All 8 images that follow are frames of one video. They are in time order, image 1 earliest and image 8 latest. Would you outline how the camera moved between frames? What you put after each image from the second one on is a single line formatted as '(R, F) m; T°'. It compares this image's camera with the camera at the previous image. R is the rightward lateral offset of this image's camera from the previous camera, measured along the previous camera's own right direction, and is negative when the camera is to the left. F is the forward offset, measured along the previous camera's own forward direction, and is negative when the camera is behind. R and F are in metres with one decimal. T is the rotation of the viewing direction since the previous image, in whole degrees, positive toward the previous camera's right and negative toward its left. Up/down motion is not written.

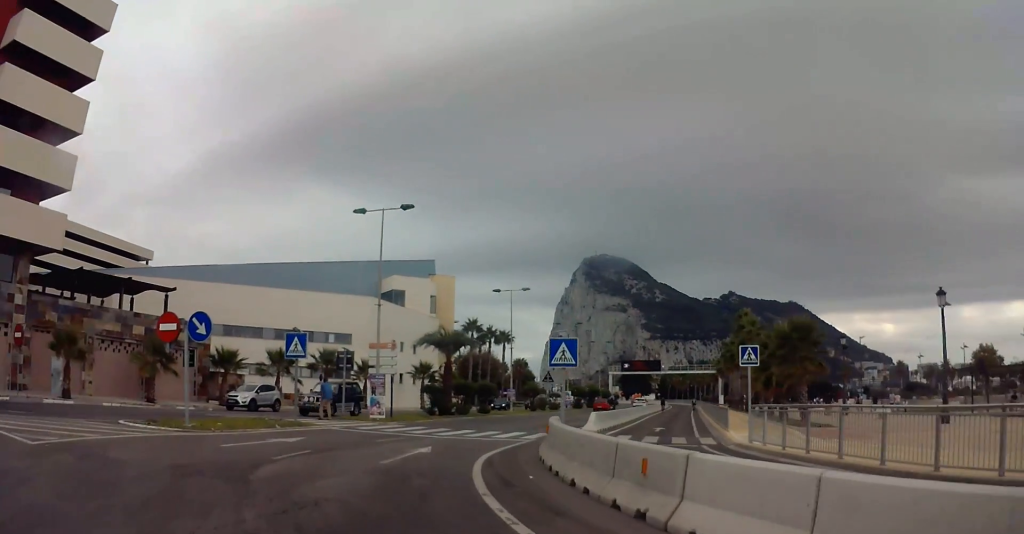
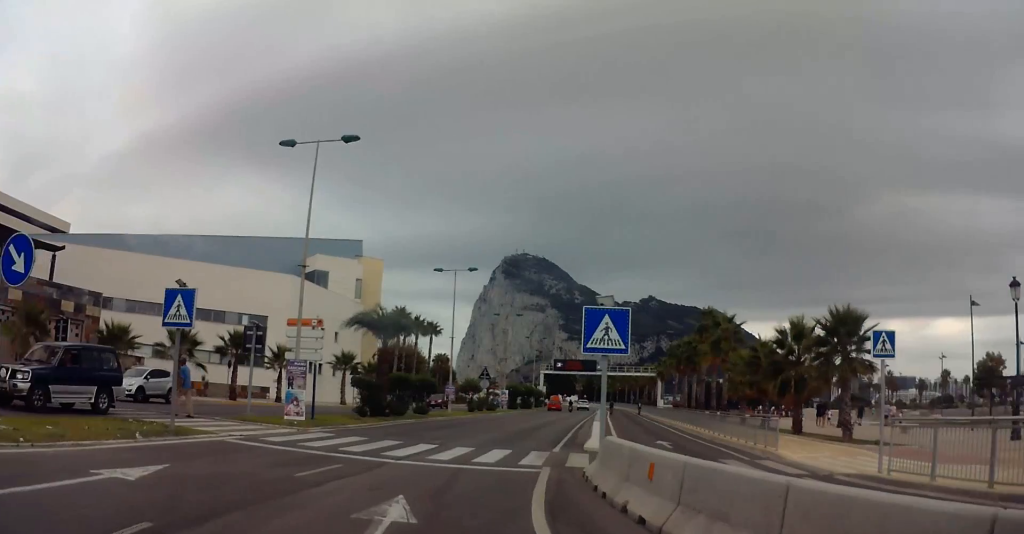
(+1.7, +8.5) m; +22°
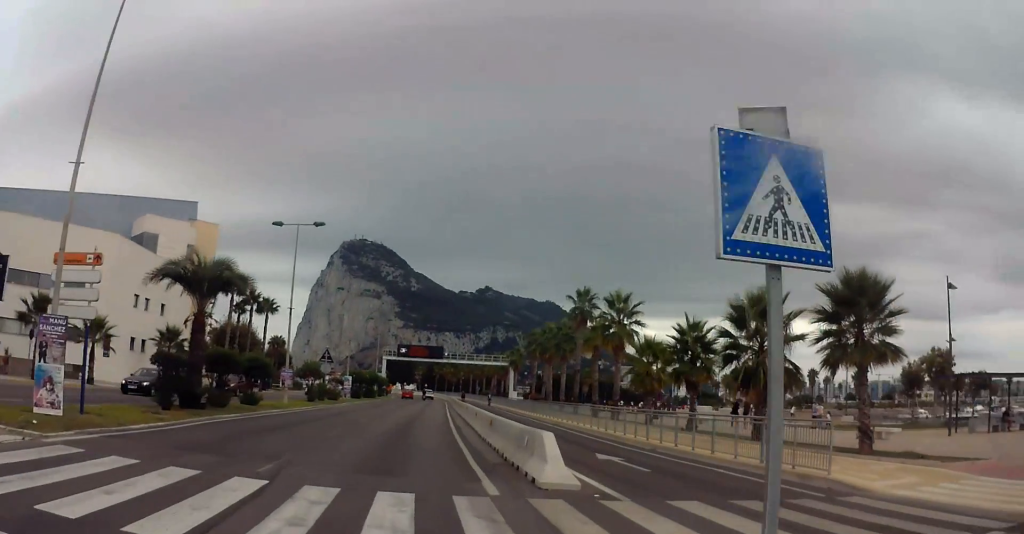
(+0.9, +9.4) m; +7°
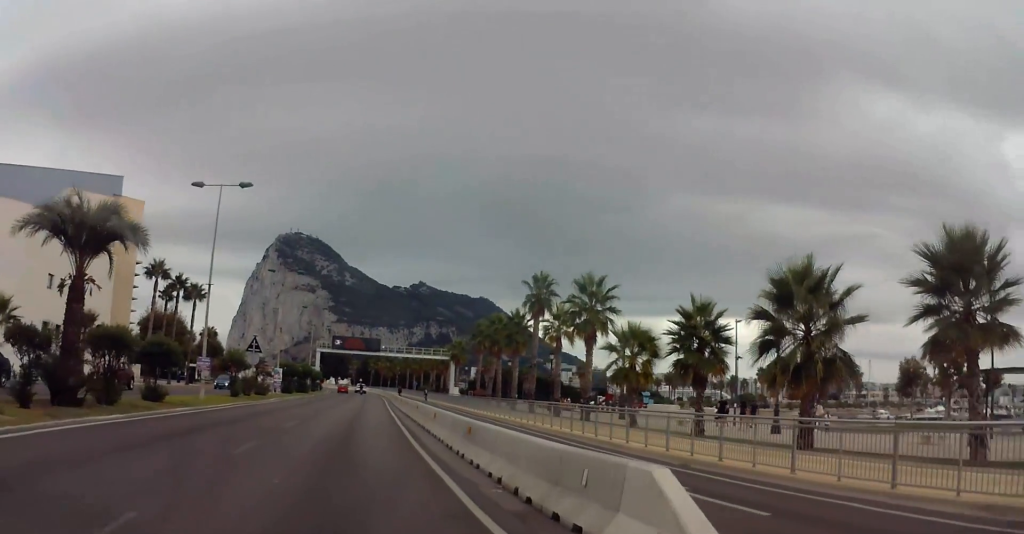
(+0.1, +6.7) m; -1°
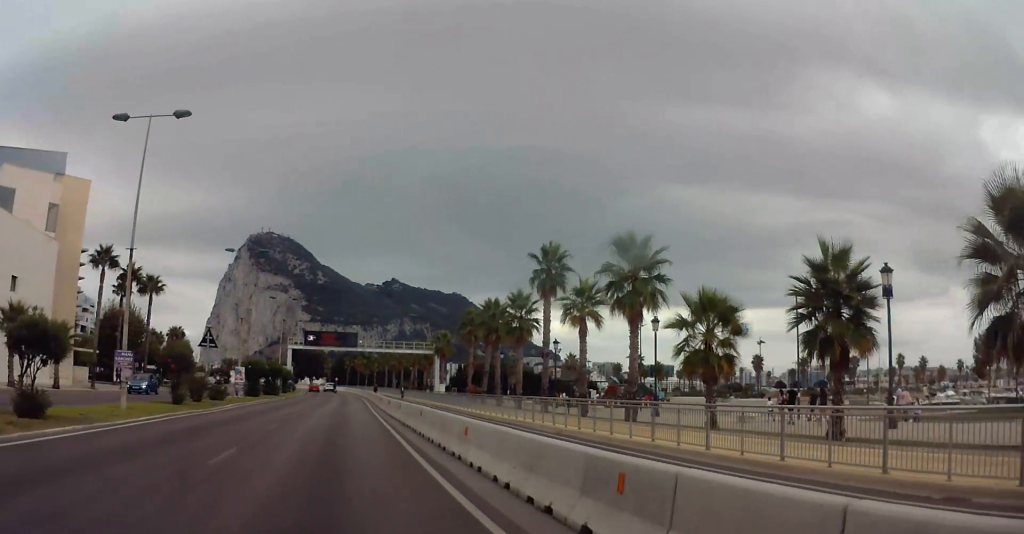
(-0.3, +9.7) m; -2°
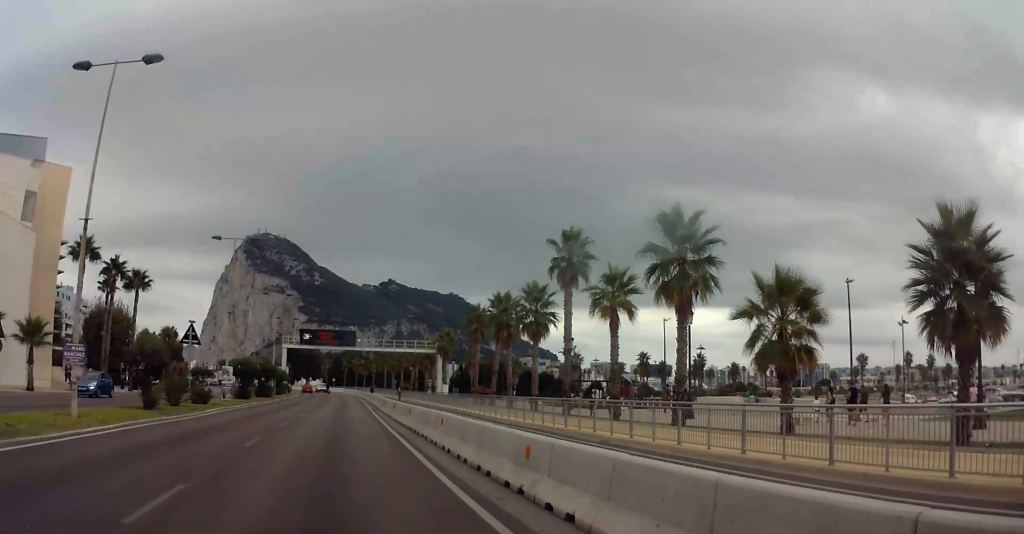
(0.0, +4.6) m; +1°
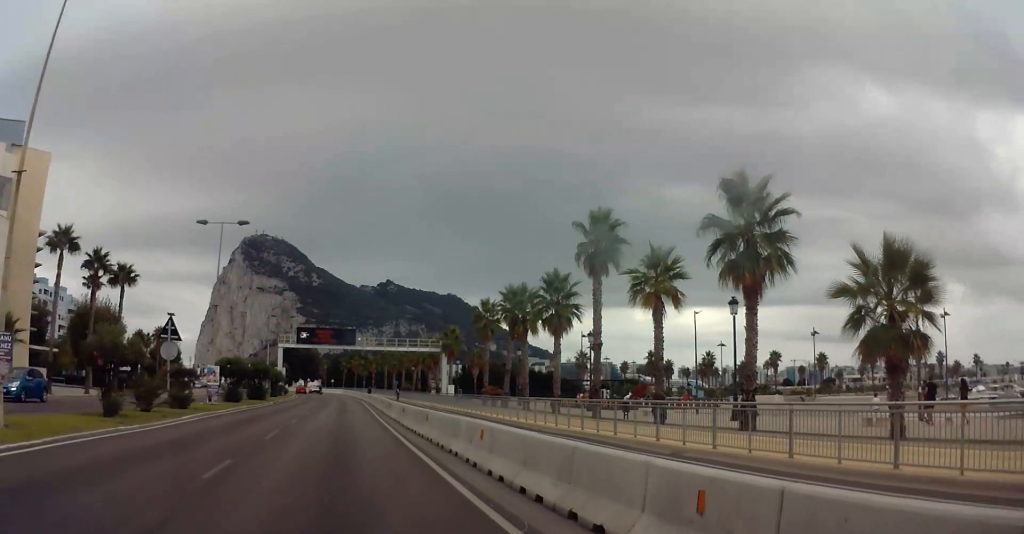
(0.0, +4.7) m; 0°
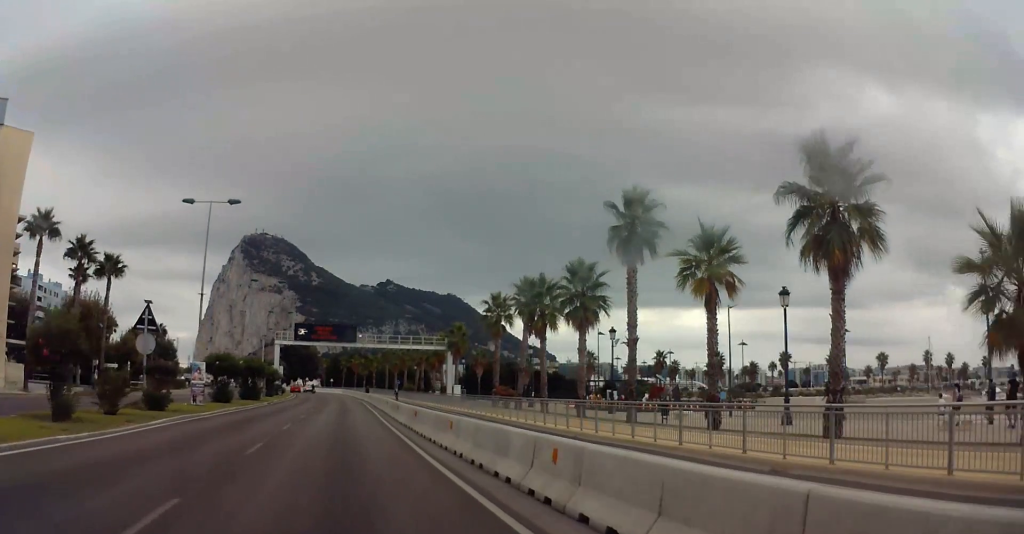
(+0.1, +4.1) m; 0°
